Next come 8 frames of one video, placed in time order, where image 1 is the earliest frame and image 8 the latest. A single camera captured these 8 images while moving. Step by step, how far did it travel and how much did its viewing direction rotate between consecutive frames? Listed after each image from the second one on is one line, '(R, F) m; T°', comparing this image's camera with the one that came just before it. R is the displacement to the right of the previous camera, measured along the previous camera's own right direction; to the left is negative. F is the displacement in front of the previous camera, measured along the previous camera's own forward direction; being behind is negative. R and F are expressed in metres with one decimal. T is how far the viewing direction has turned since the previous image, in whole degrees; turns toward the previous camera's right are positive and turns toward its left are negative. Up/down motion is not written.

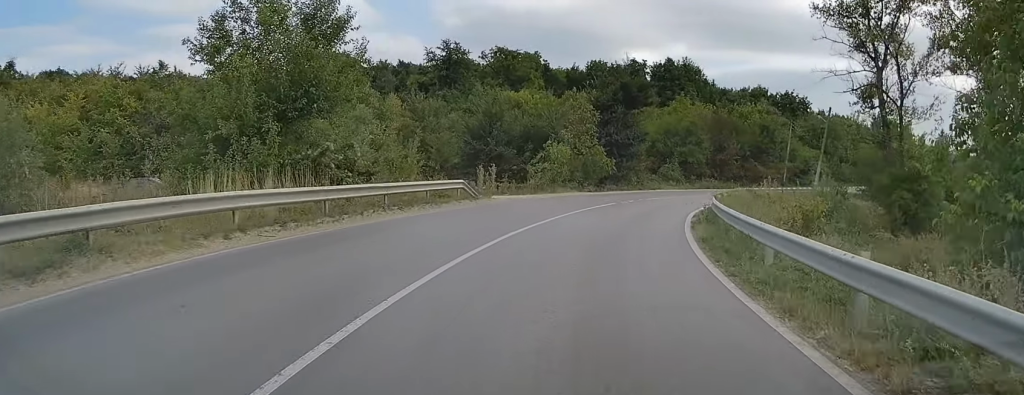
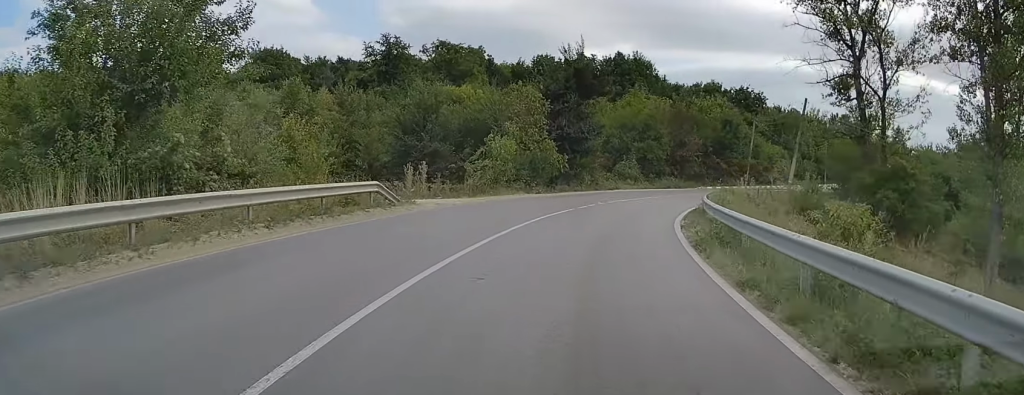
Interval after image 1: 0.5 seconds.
(+0.4, +6.4) m; +5°
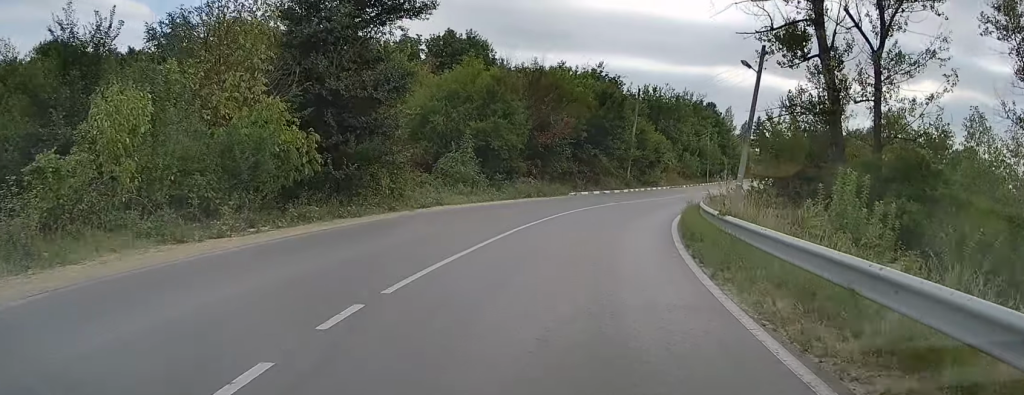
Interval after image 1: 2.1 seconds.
(+3.2, +23.0) m; +14°
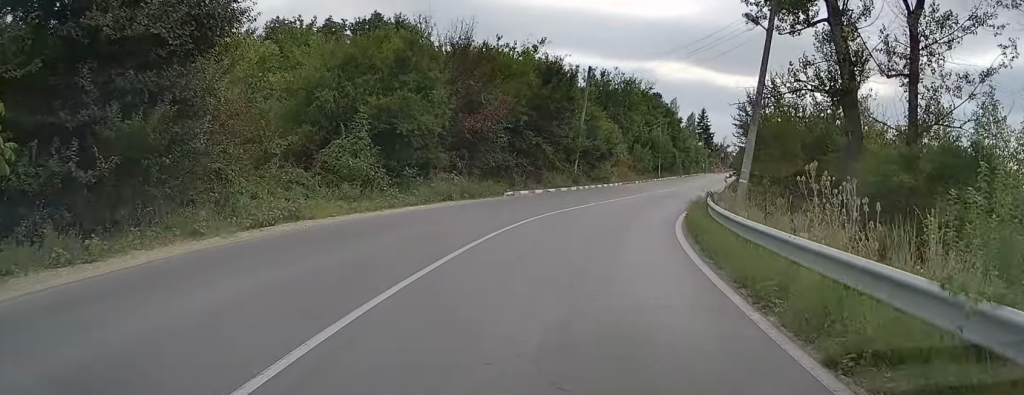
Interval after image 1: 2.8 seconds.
(+0.4, +9.2) m; +5°
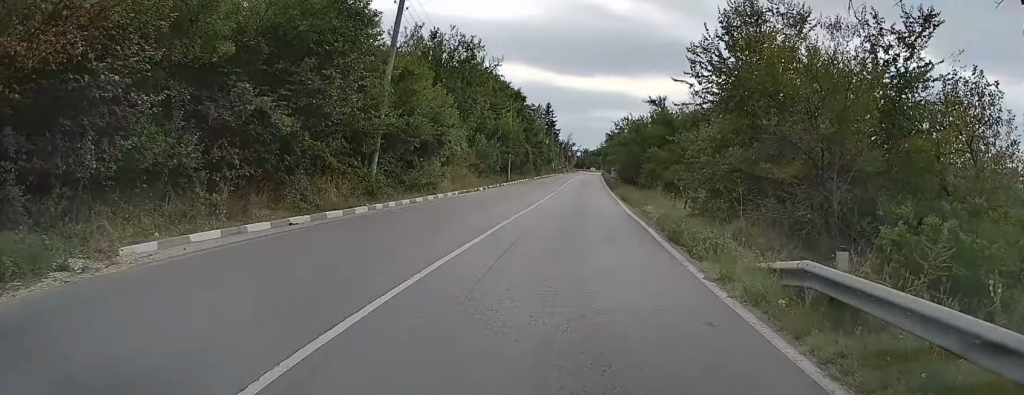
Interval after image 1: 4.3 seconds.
(+2.4, +21.2) m; +11°
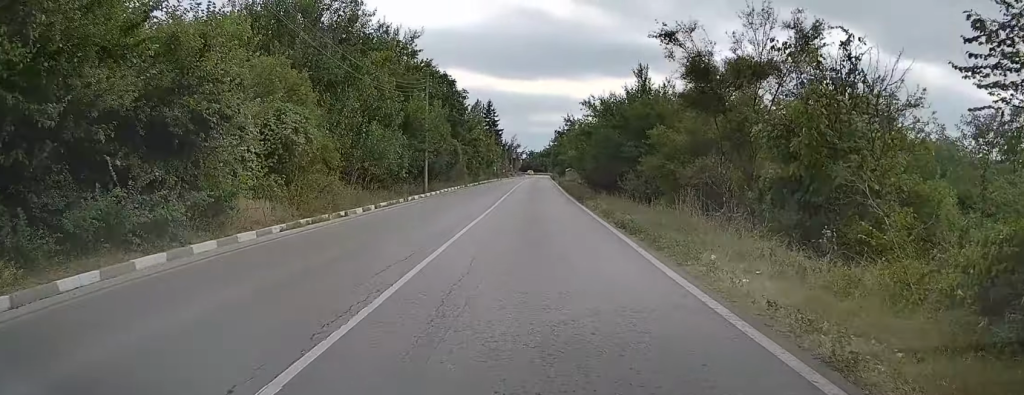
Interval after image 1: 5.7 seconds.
(+0.6, +18.8) m; +2°
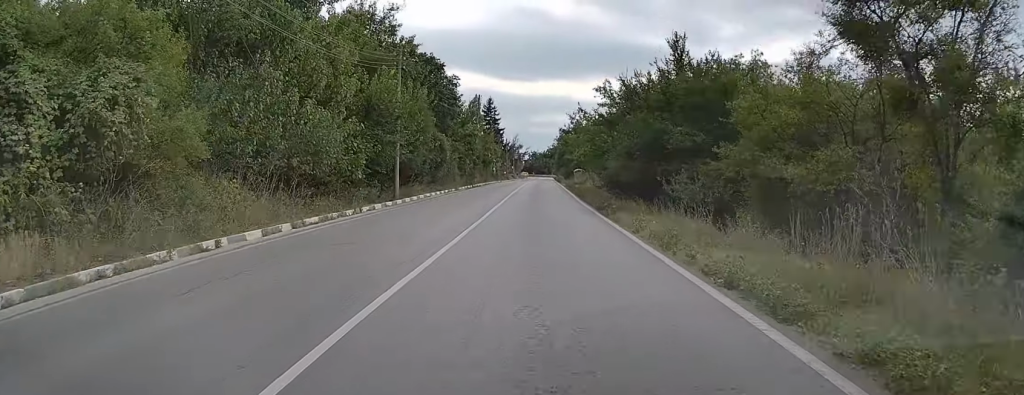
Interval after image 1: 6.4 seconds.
(0.0, +9.9) m; 0°
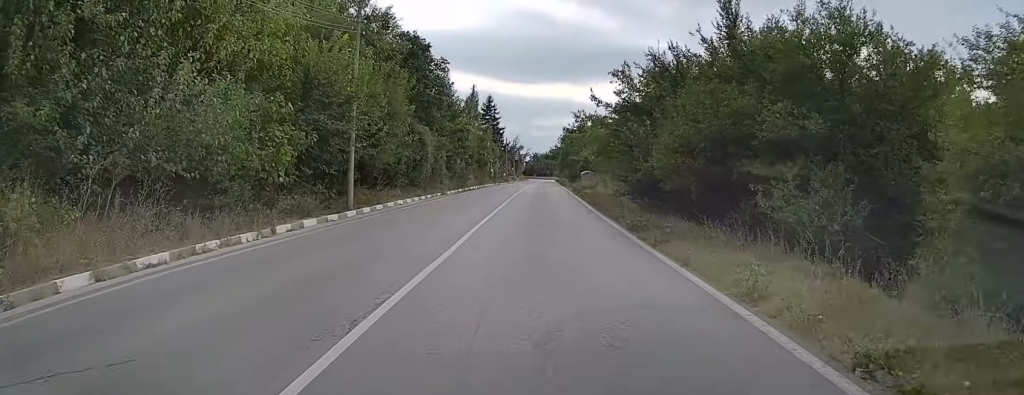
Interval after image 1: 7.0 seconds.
(+0.1, +8.5) m; 0°
